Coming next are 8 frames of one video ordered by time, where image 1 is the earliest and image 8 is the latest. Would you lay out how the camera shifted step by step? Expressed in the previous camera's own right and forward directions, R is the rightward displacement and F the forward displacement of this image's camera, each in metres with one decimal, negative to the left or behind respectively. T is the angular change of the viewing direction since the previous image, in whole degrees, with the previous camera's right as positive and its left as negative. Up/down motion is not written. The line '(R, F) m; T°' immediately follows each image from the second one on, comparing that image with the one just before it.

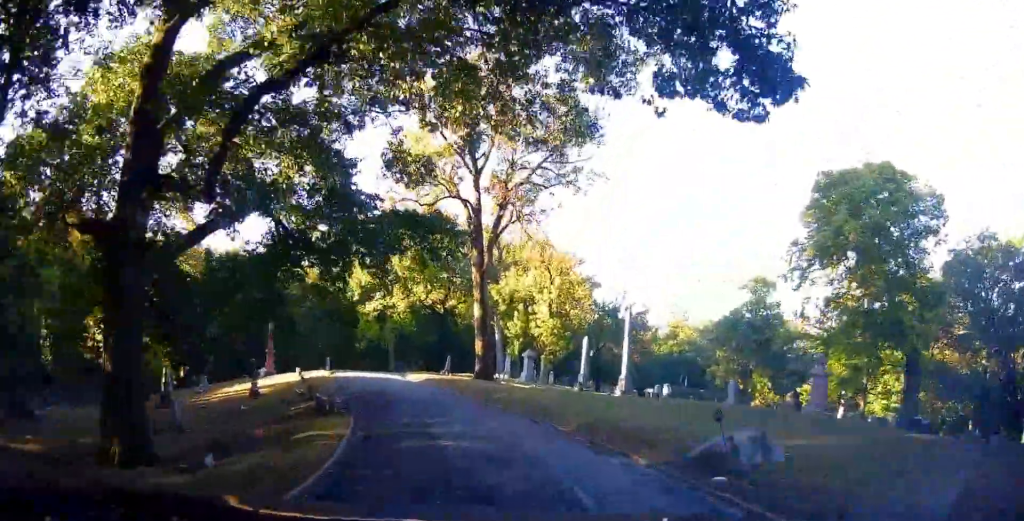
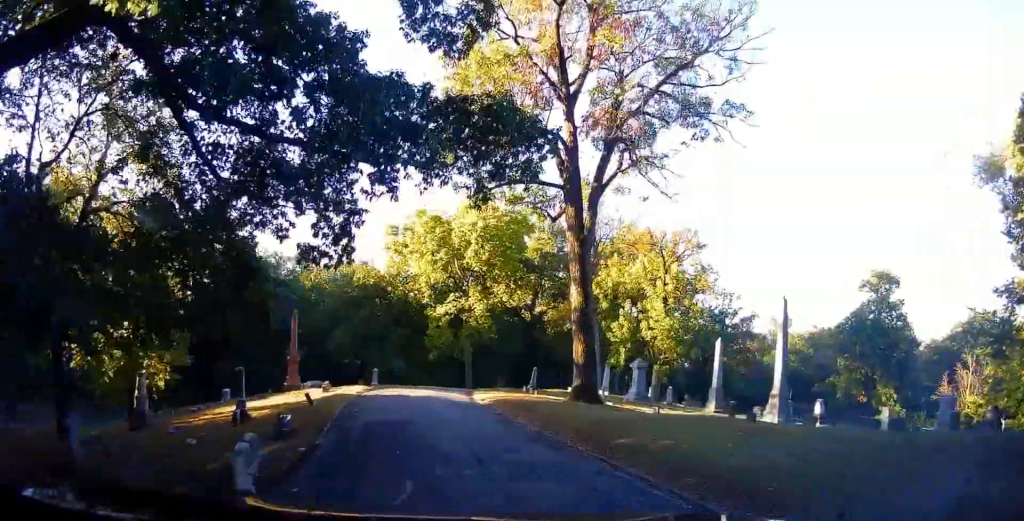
(-0.1, +10.1) m; -7°
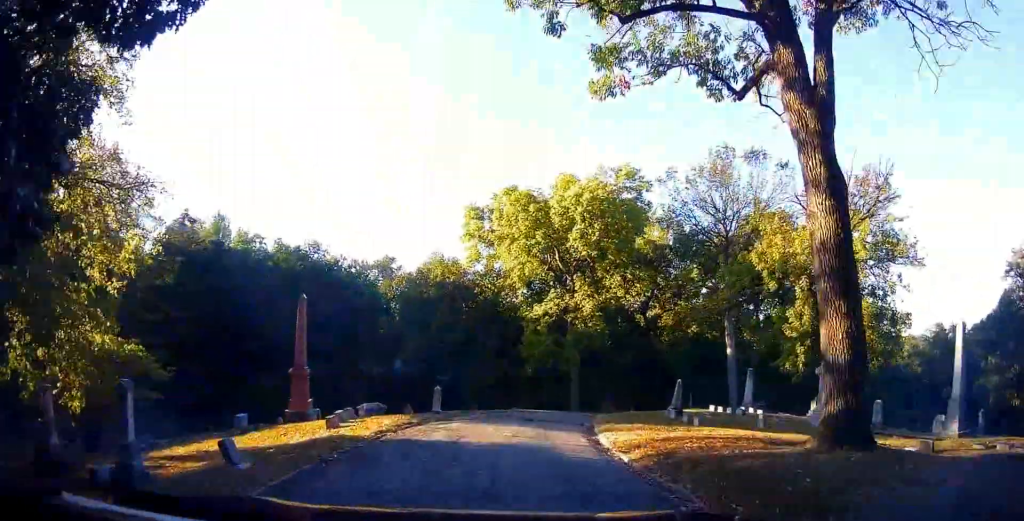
(-1.3, +11.2) m; -10°
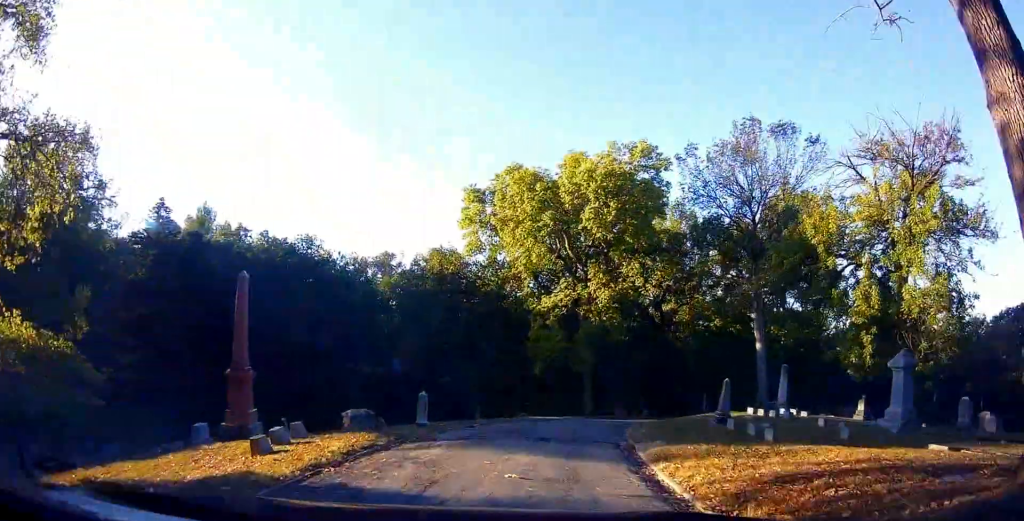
(-0.1, +4.7) m; -2°
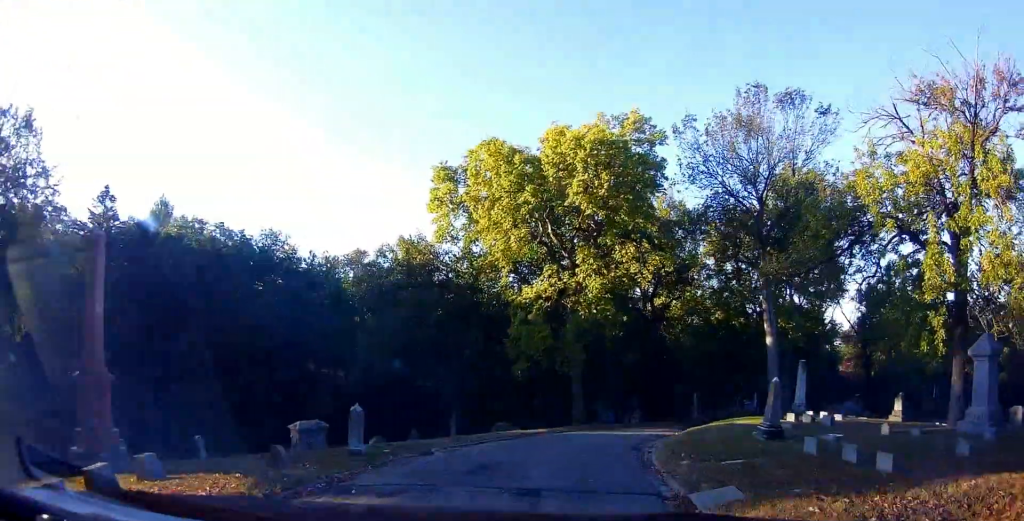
(+0.1, +4.8) m; 0°
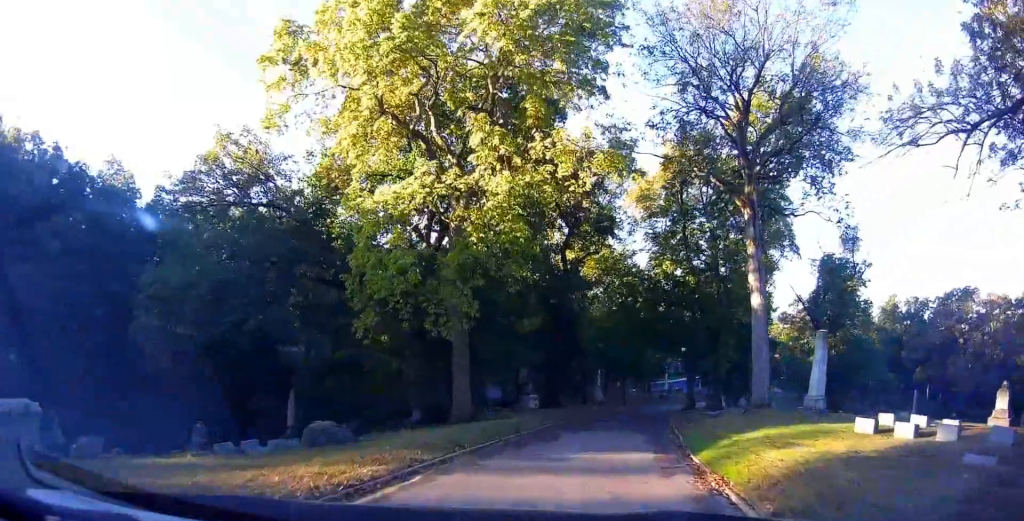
(+0.1, +13.0) m; +9°
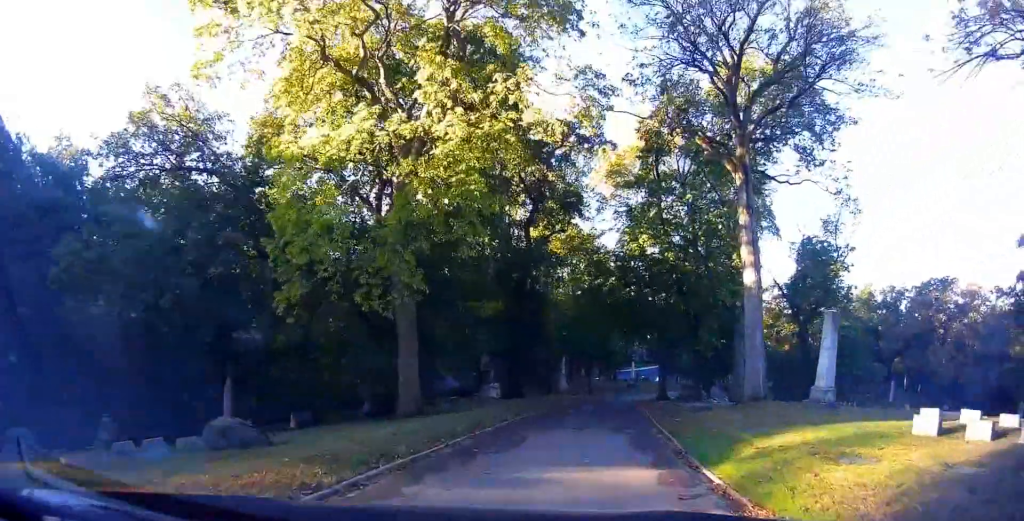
(+0.3, +3.3) m; +5°
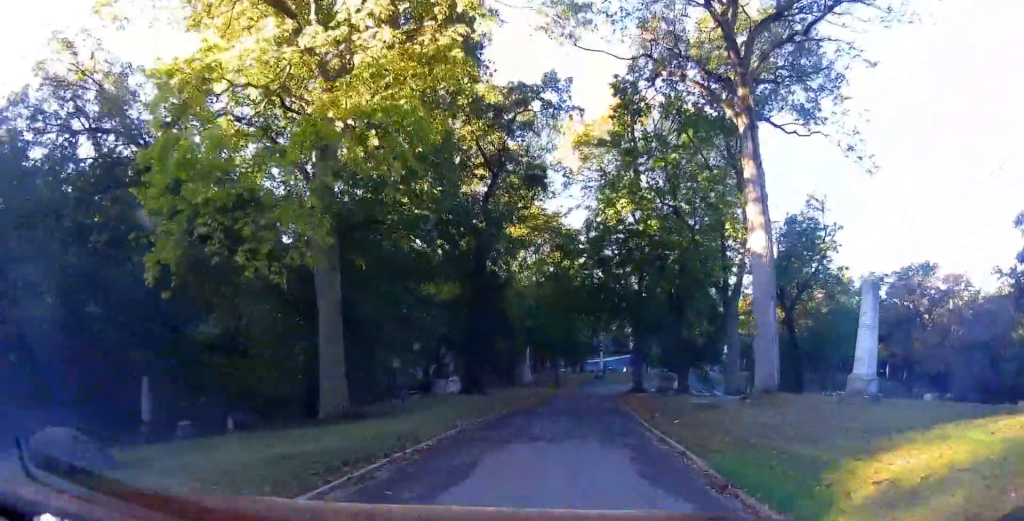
(+0.2, +4.2) m; +6°
